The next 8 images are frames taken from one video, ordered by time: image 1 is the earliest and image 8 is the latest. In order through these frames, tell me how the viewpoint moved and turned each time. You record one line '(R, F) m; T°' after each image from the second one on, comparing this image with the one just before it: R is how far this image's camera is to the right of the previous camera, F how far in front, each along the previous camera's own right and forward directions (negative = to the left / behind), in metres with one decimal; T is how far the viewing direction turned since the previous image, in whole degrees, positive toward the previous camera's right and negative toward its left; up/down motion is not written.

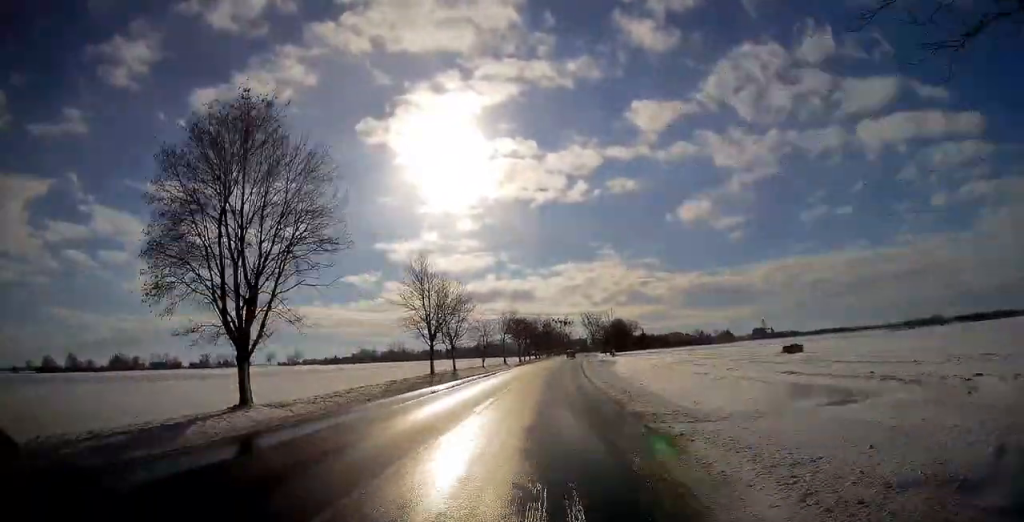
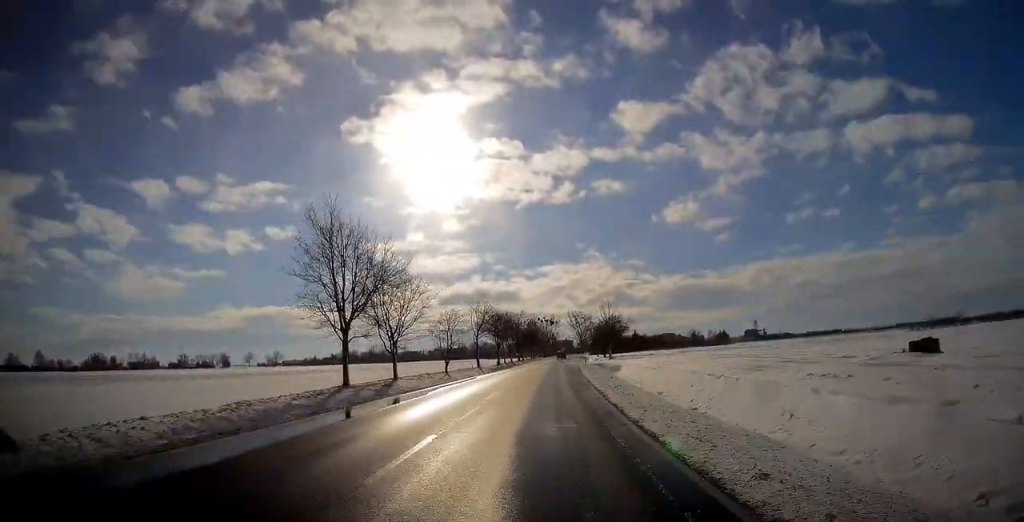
(+0.2, +20.1) m; +1°
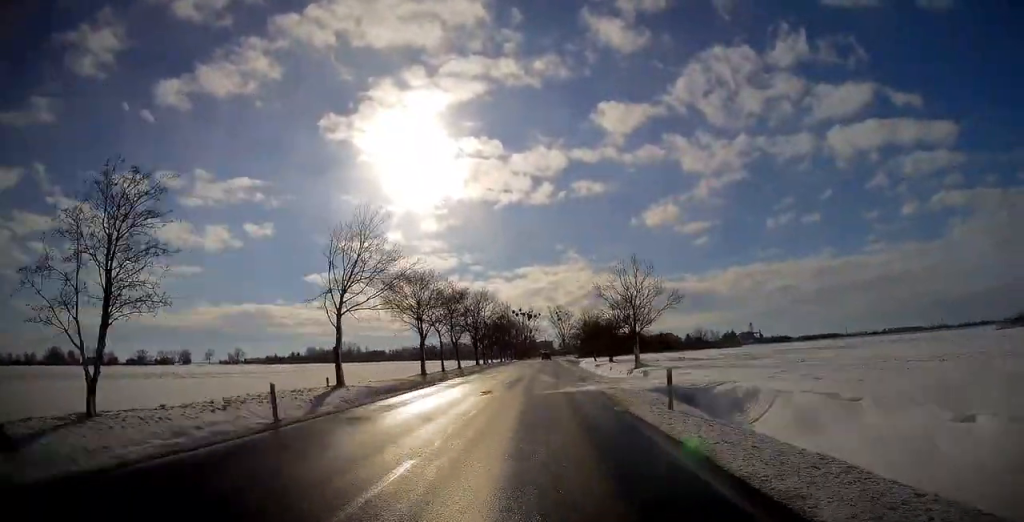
(+1.2, +49.9) m; +2°
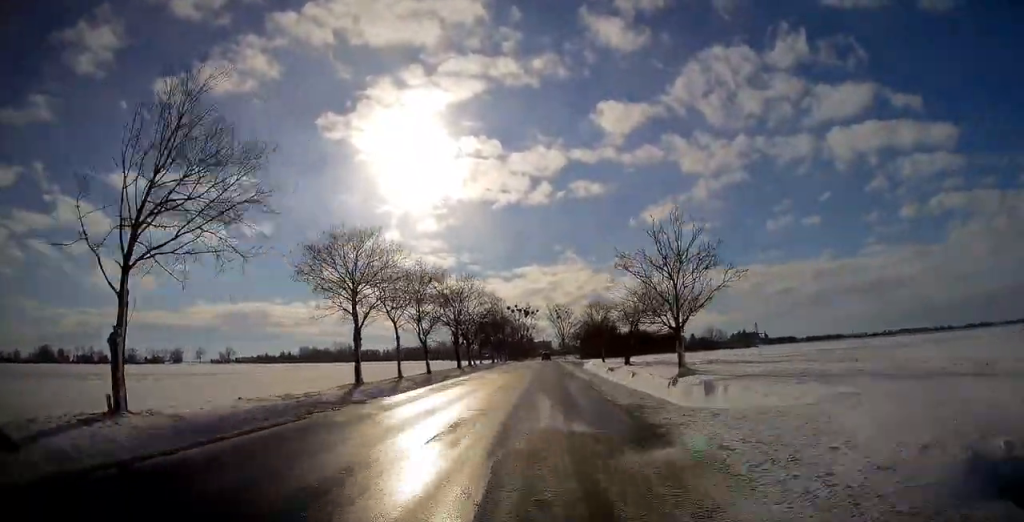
(+0.2, +18.8) m; 0°
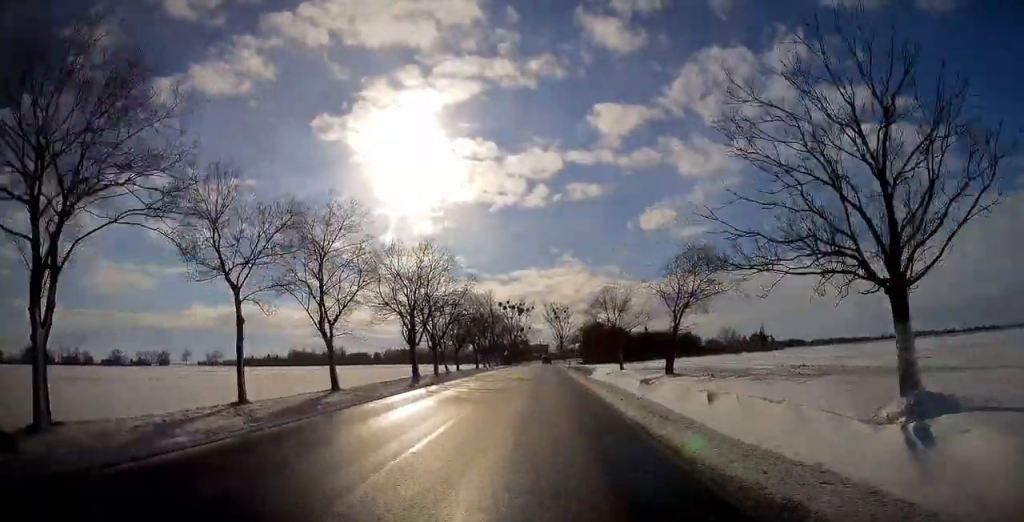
(+0.1, +24.6) m; 0°
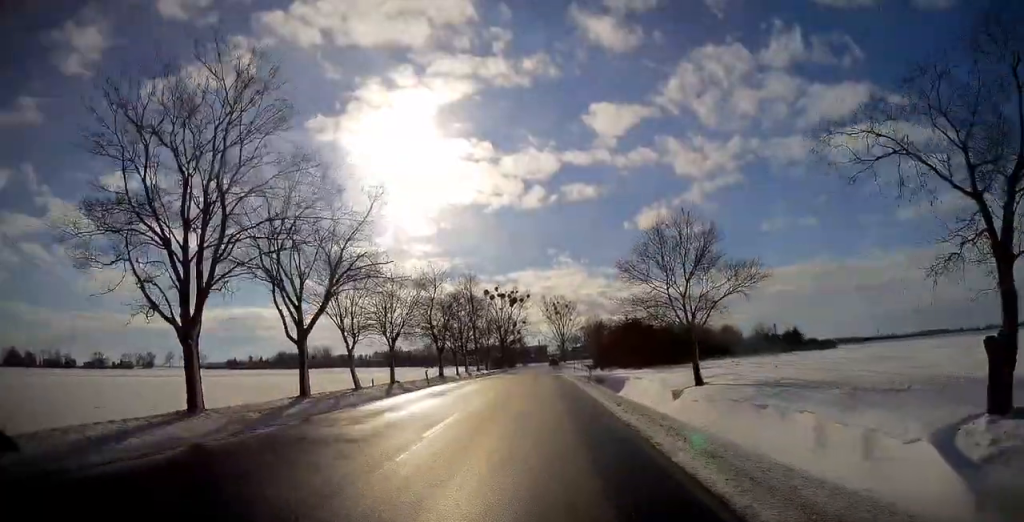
(+0.1, +34.3) m; 0°
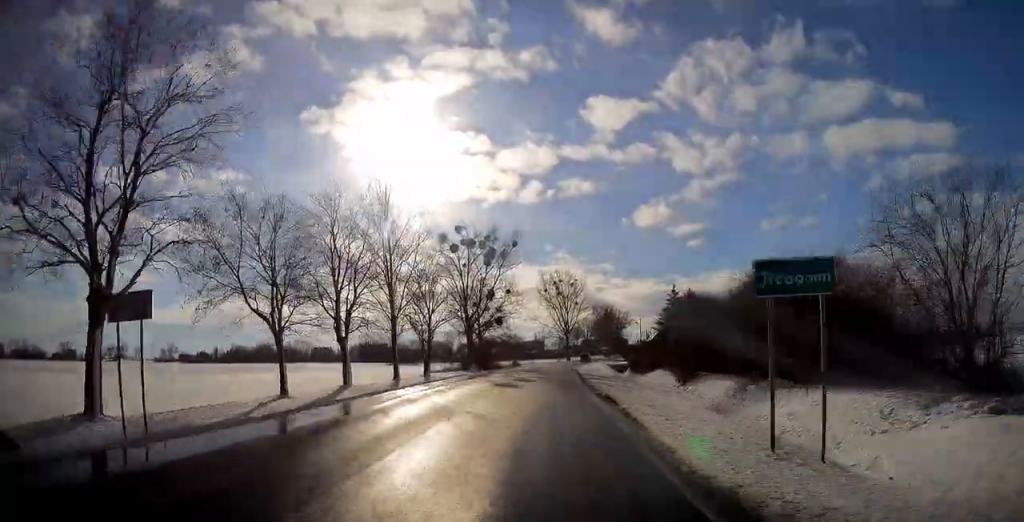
(+0.2, +53.8) m; +1°
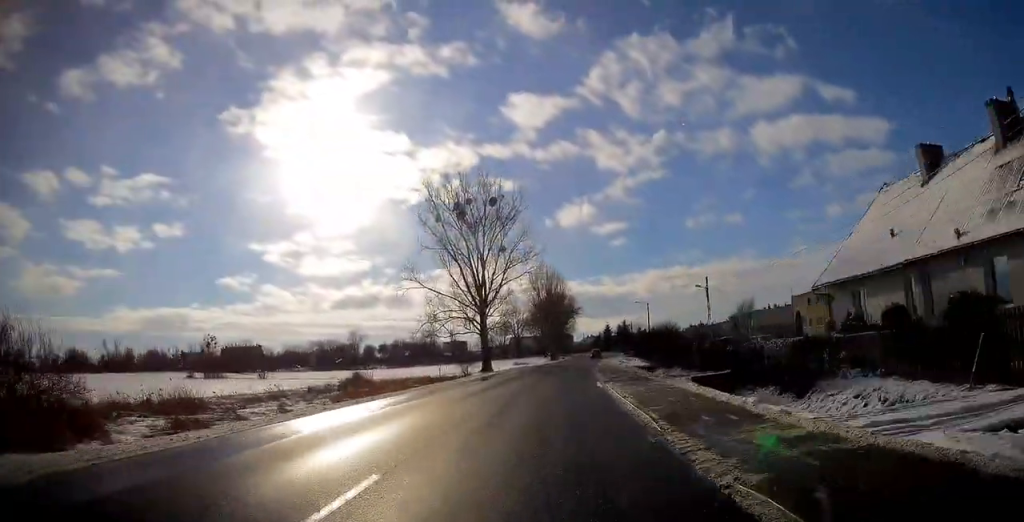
(+4.9, +88.2) m; +6°
